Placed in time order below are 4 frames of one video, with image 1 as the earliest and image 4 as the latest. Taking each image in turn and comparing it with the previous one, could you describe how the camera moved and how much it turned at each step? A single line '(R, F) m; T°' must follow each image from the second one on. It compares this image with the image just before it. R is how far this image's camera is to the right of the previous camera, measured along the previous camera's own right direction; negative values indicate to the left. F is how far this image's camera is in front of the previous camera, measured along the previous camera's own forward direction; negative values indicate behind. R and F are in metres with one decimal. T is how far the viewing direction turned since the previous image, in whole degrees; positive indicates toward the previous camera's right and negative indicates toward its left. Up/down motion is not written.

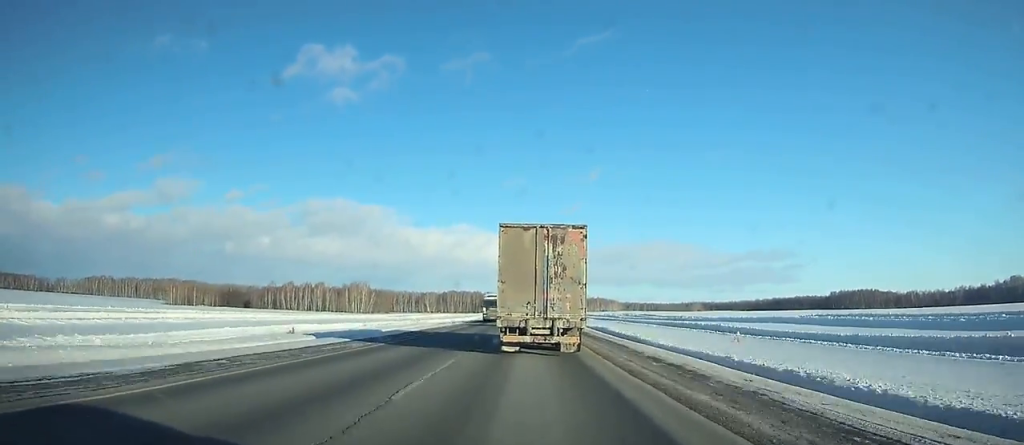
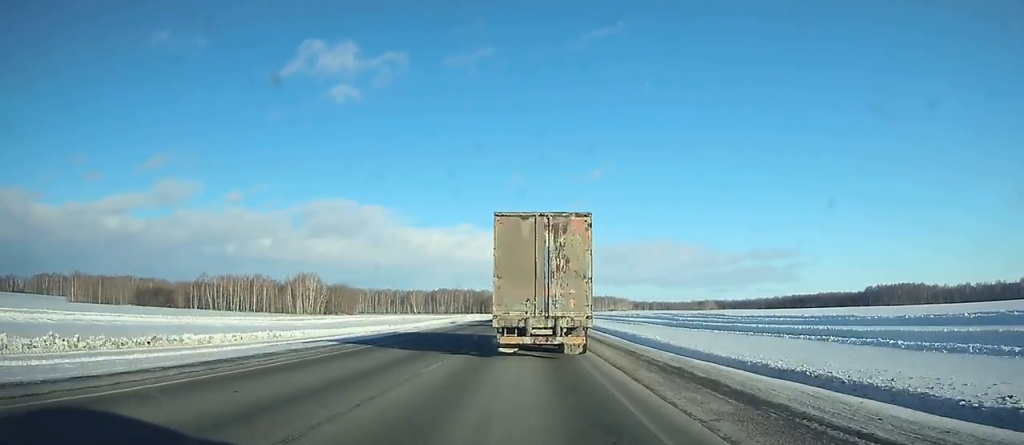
(-0.3, +84.8) m; -1°
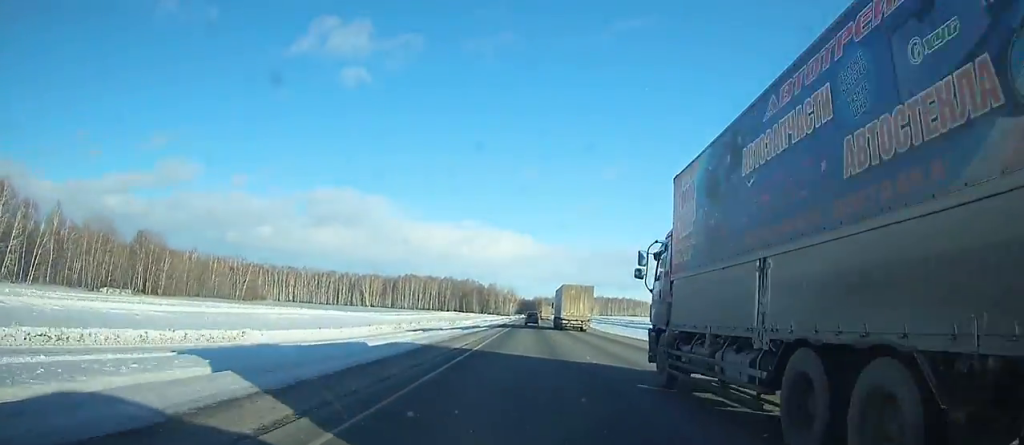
(-1.7, +180.0) m; 0°
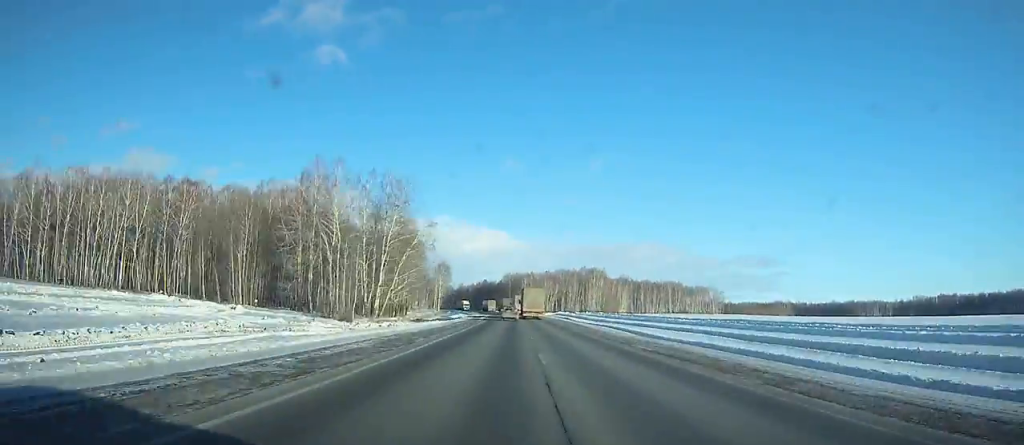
(+7.9, +297.3) m; +3°
